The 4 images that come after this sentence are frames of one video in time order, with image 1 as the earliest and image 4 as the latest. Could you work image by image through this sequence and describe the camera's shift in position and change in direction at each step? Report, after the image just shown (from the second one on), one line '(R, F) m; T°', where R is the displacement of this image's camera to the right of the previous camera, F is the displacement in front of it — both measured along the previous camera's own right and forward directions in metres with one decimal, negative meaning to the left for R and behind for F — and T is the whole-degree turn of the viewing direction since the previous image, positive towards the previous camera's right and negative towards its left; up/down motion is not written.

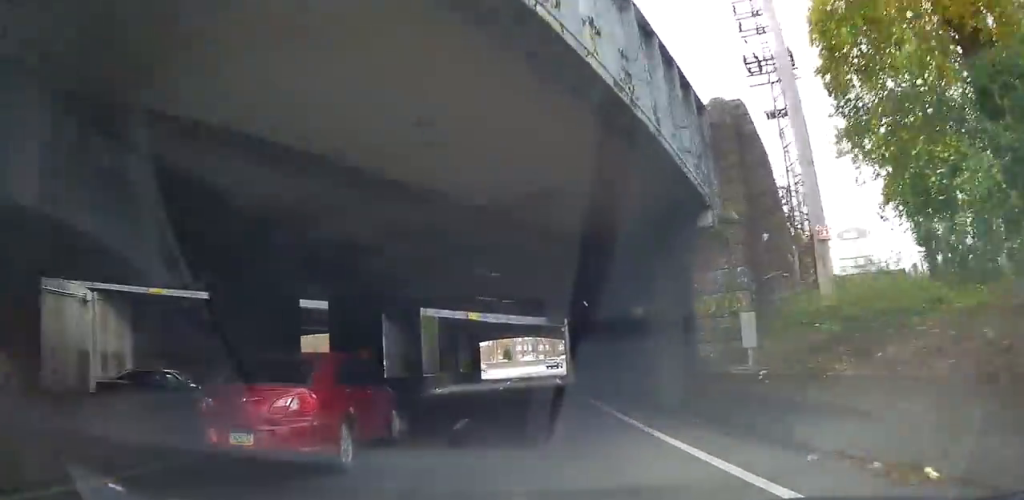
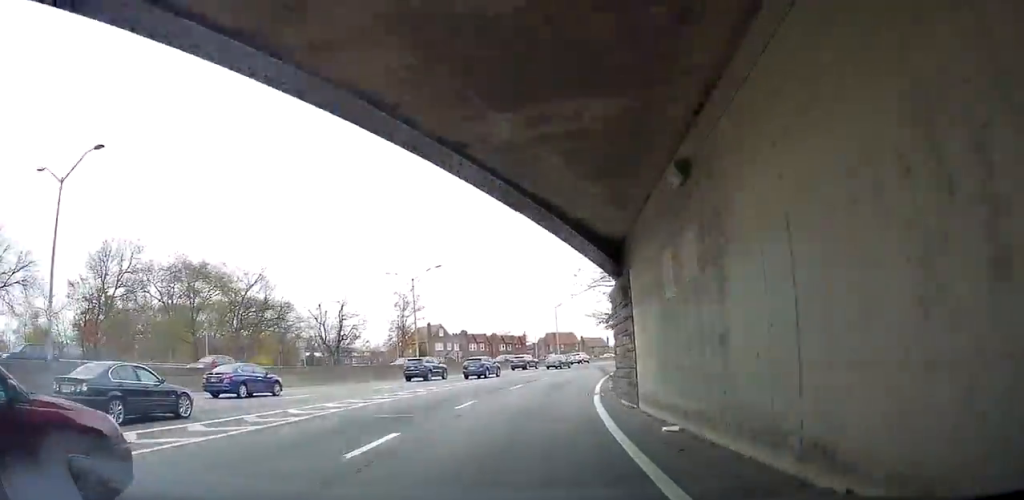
(+1.3, +64.0) m; 0°
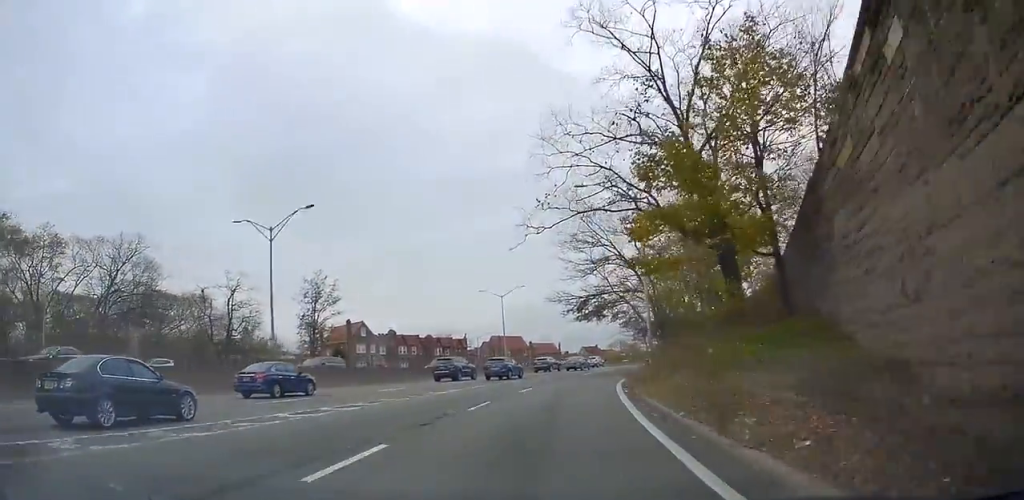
(+0.1, +22.5) m; +6°
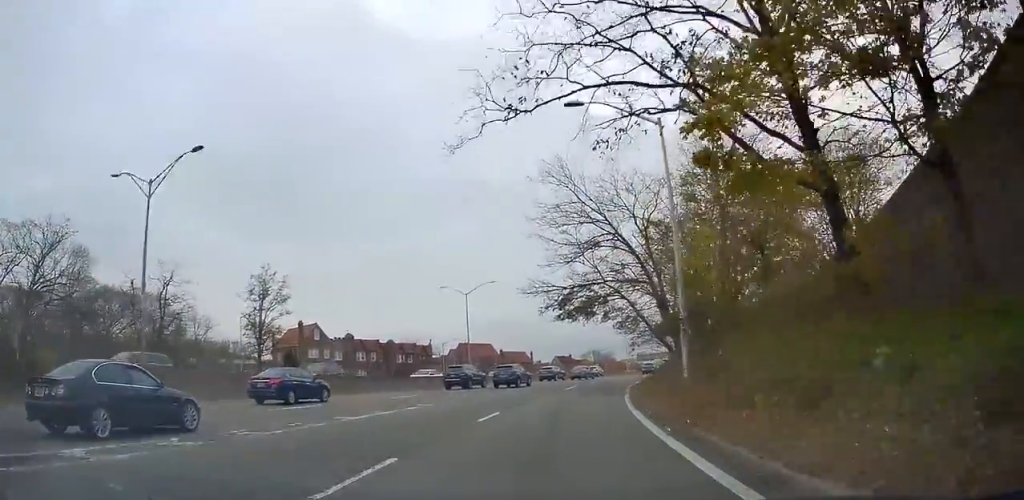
(+0.1, +10.1) m; +4°
